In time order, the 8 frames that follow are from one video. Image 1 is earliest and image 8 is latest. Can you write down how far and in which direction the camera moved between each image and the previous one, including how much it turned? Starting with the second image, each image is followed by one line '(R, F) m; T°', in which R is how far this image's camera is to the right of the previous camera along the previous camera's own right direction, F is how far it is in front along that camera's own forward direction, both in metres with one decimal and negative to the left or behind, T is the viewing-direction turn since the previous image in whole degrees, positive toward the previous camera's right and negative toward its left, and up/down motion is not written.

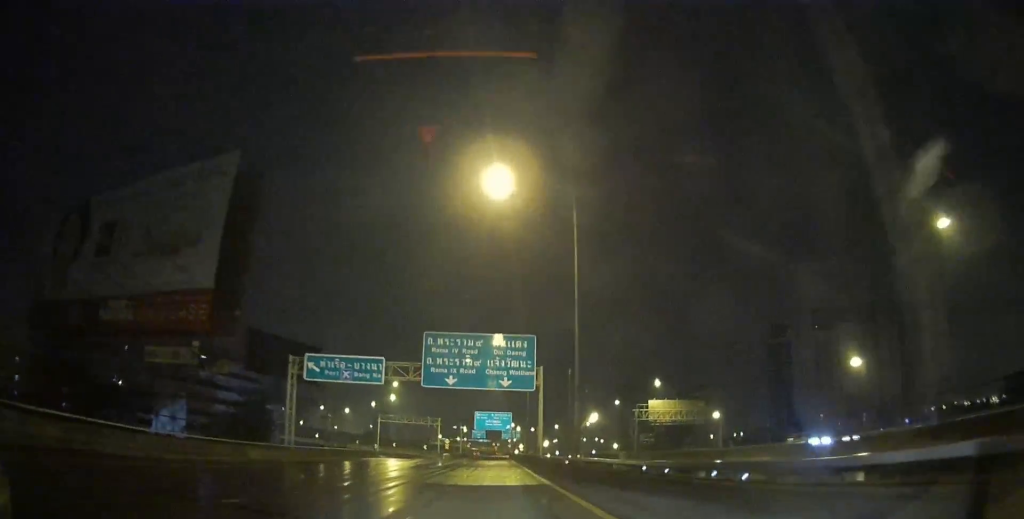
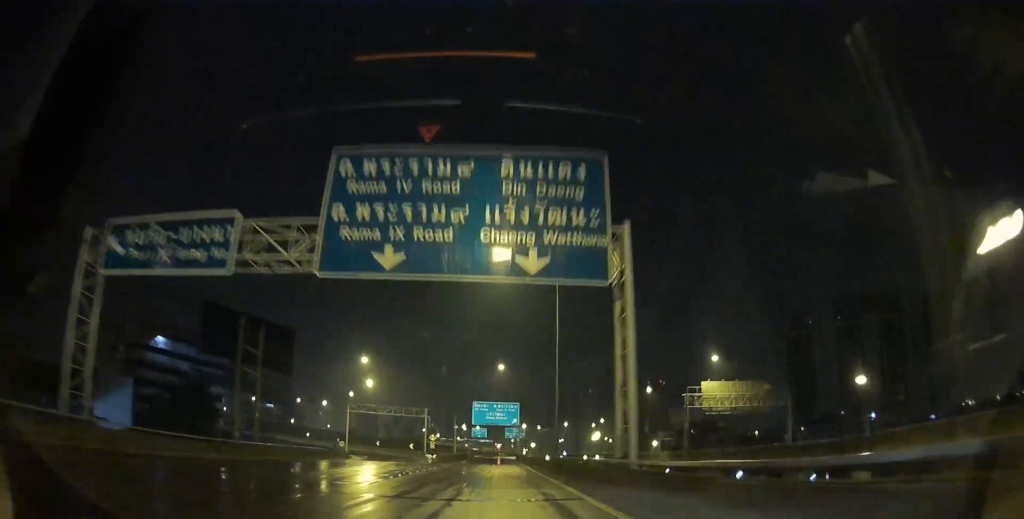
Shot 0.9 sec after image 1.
(-0.1, +24.1) m; 0°
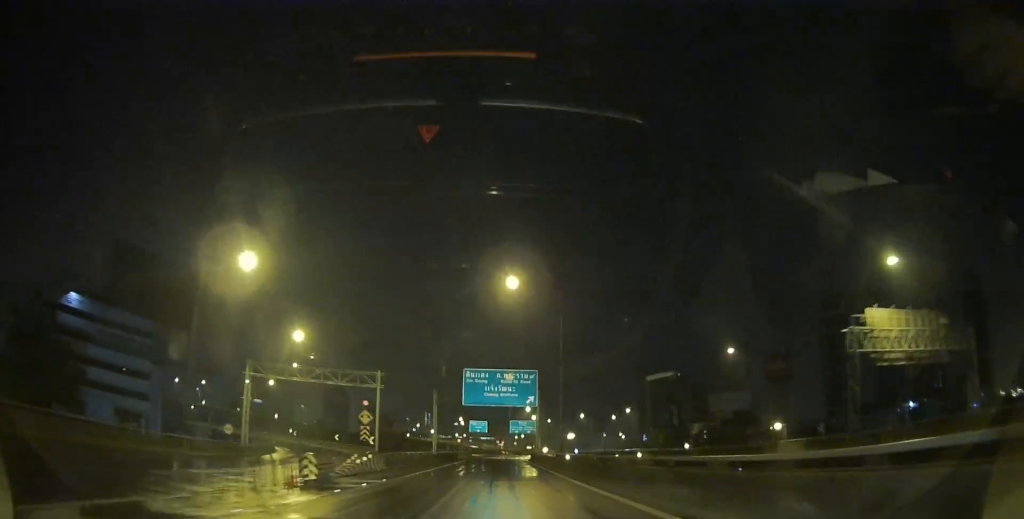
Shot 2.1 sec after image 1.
(-0.1, +34.5) m; 0°
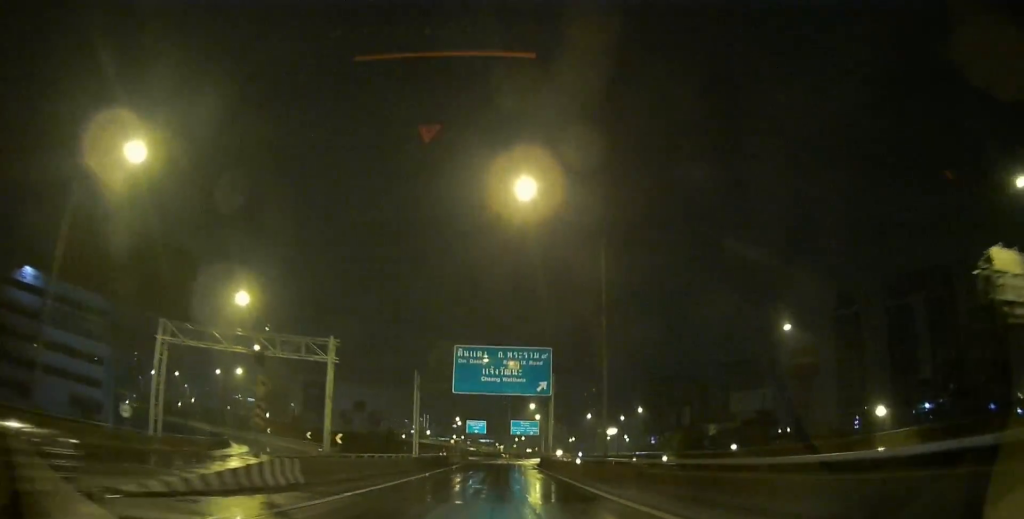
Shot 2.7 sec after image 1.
(+0.1, +14.4) m; 0°
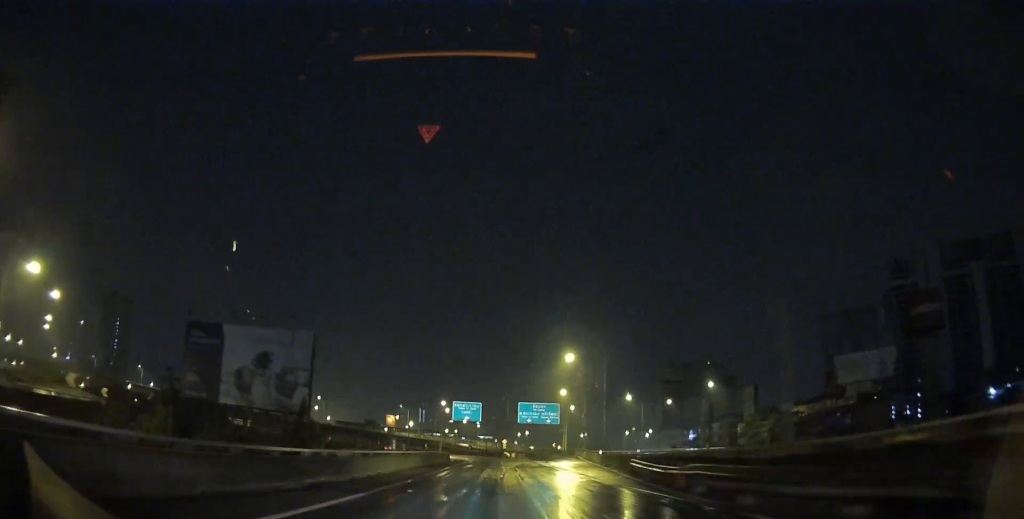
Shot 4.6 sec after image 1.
(0.0, +49.4) m; 0°
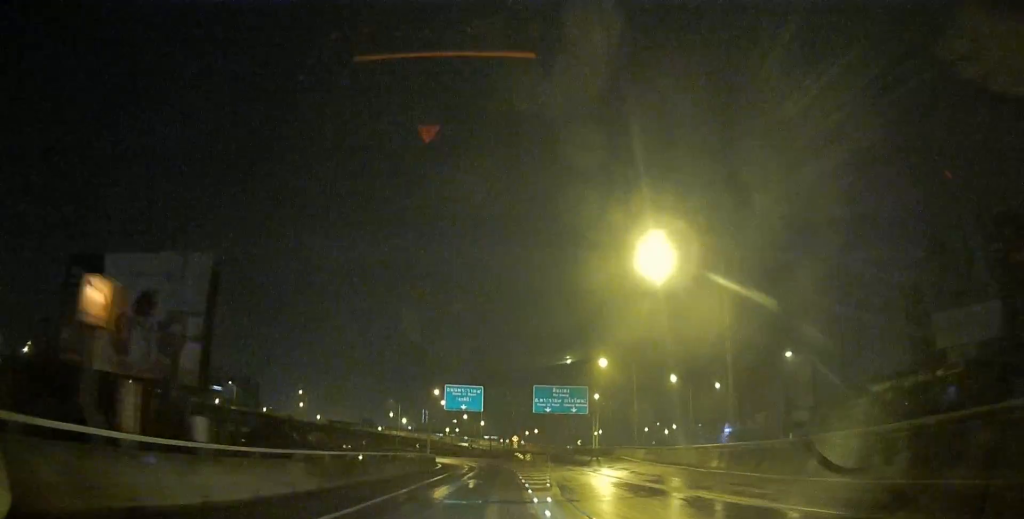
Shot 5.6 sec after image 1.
(0.0, +25.9) m; 0°
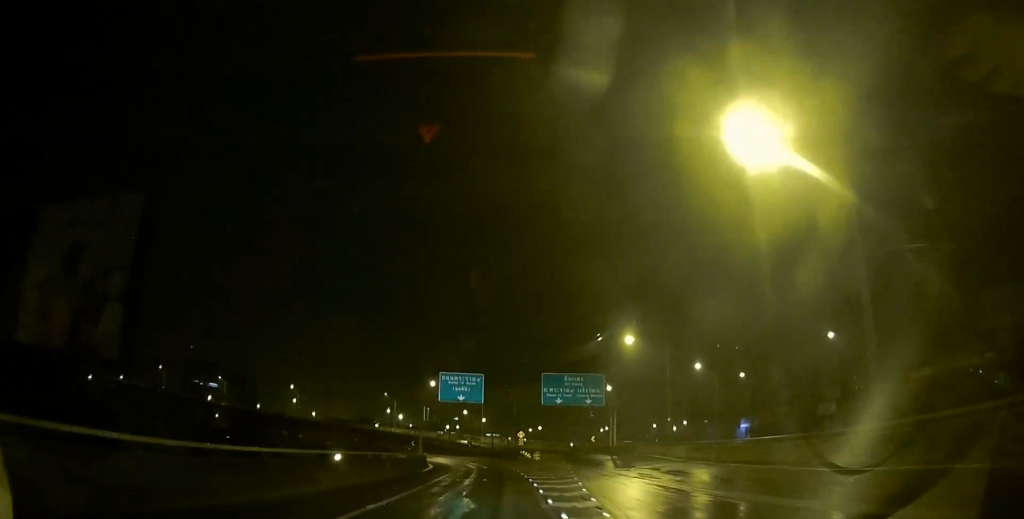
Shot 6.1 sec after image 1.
(0.0, +9.9) m; -1°
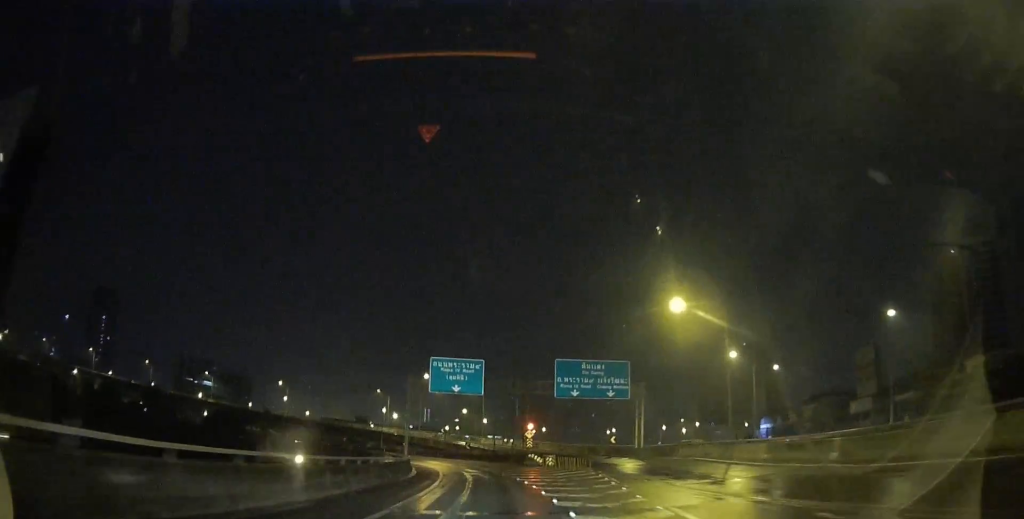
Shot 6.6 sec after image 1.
(+0.1, +11.7) m; -1°
